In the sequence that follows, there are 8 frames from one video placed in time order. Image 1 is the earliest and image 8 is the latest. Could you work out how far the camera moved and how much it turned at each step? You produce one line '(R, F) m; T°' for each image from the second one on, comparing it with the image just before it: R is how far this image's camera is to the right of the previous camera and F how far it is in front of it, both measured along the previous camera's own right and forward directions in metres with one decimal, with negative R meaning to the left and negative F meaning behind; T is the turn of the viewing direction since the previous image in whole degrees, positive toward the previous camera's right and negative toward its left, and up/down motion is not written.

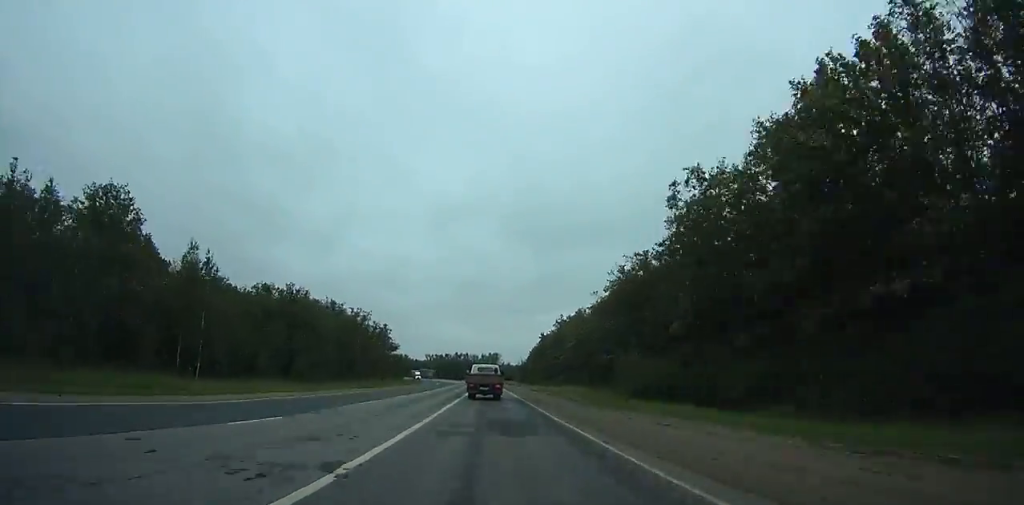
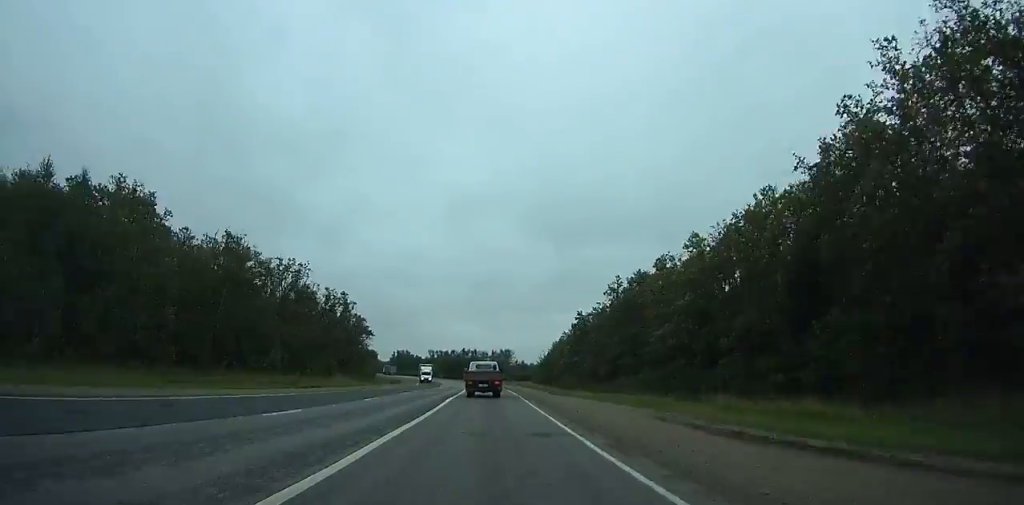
(-0.2, +58.5) m; -1°
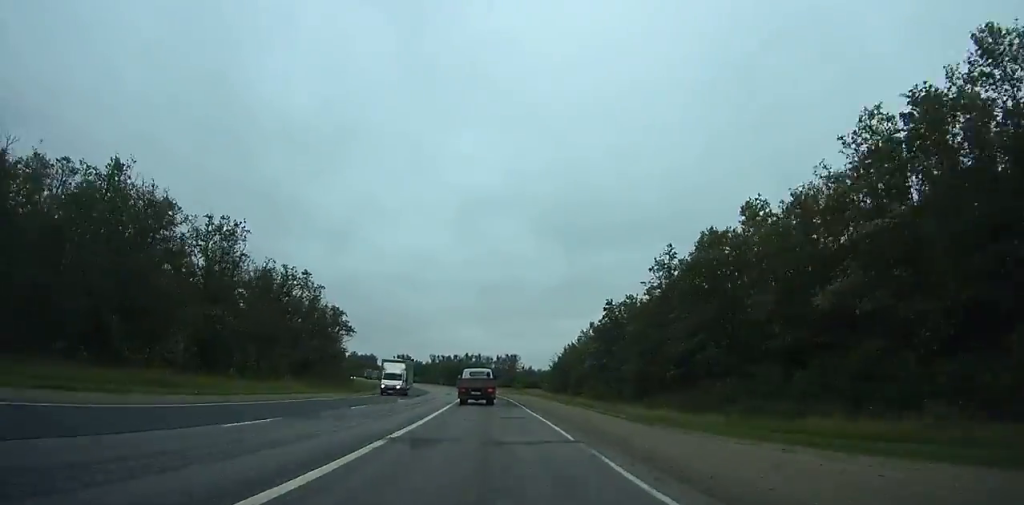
(+0.1, +26.2) m; -1°
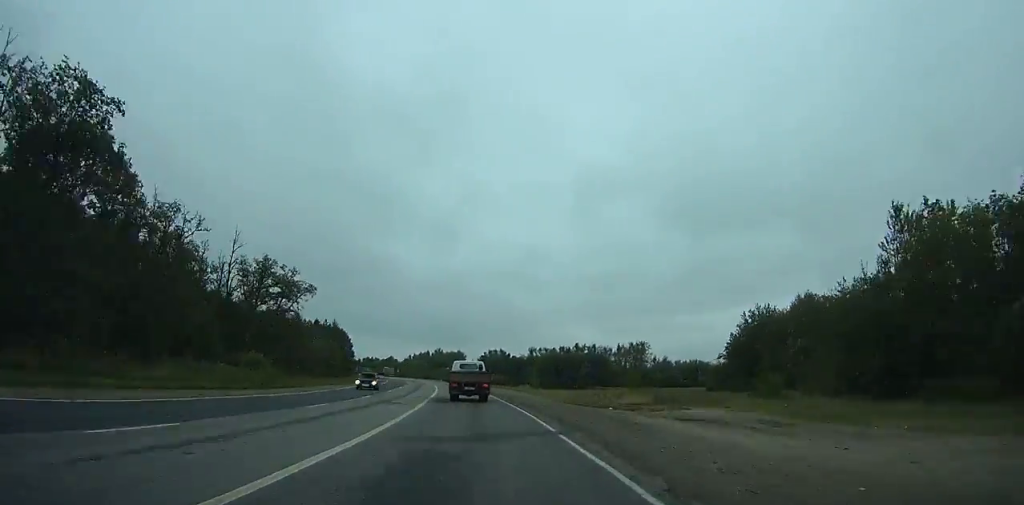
(-5.0, +100.5) m; -8°
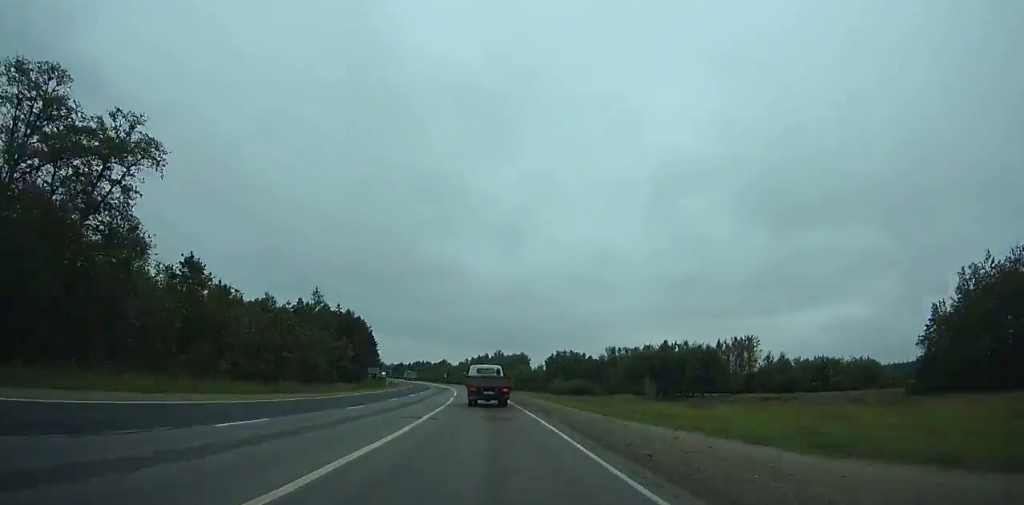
(-3.3, +55.9) m; -6°
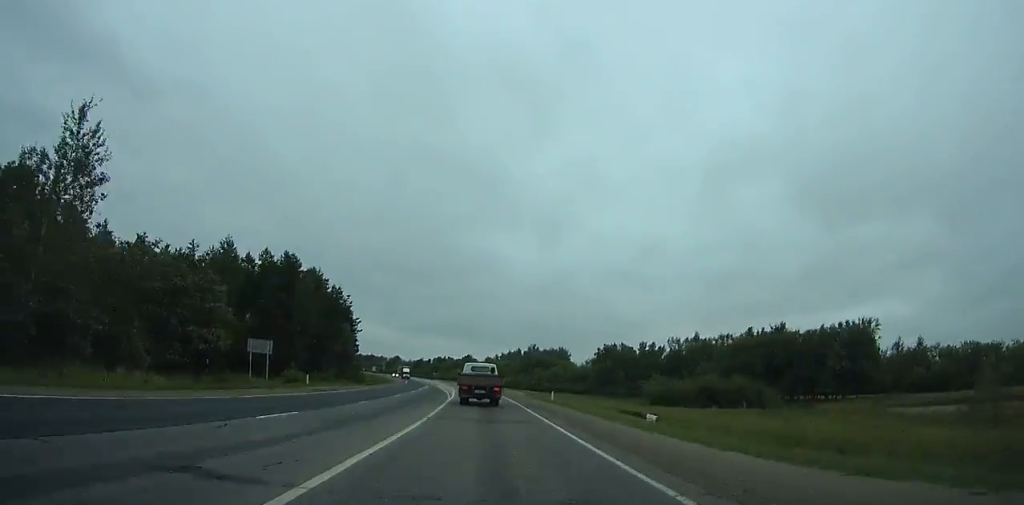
(-3.3, +57.9) m; -5°
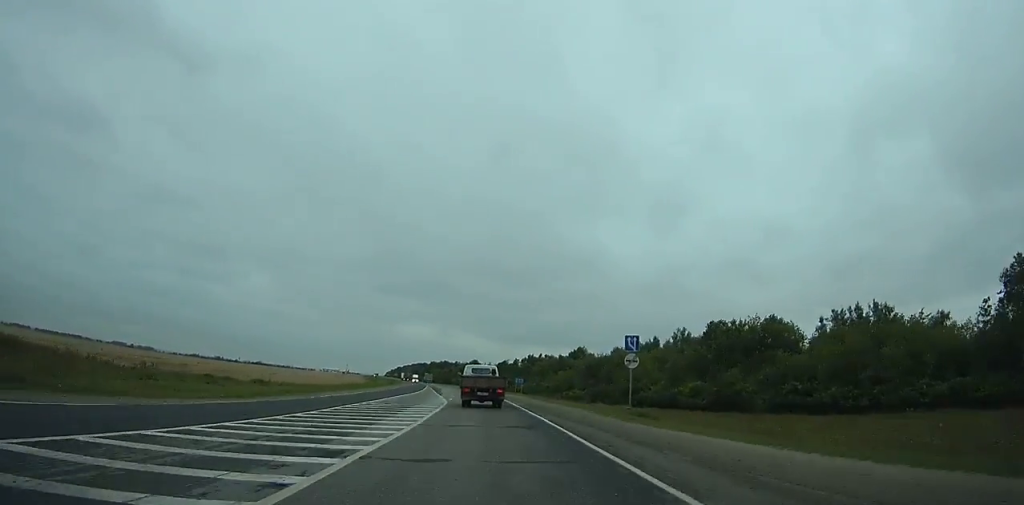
(-10.1, +133.7) m; -9°
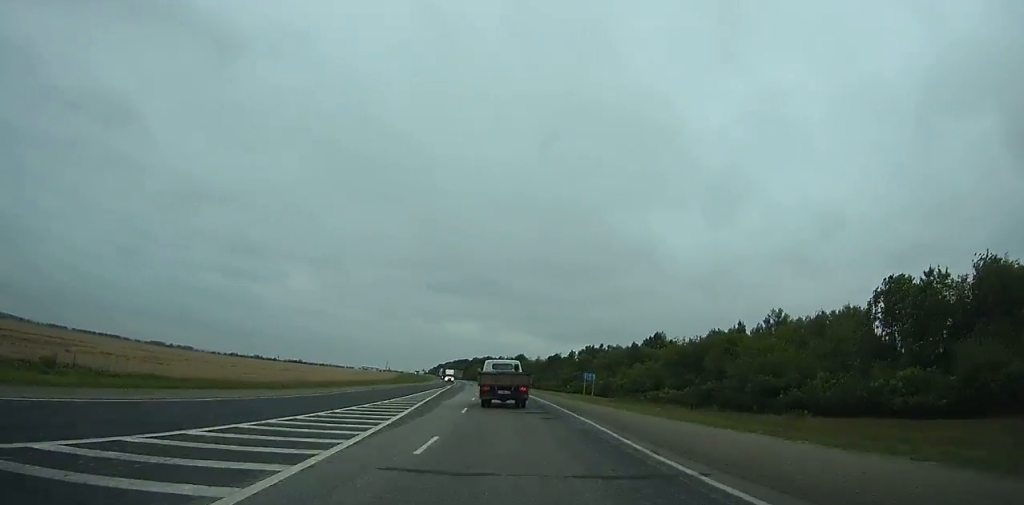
(-1.1, +42.5) m; -3°
